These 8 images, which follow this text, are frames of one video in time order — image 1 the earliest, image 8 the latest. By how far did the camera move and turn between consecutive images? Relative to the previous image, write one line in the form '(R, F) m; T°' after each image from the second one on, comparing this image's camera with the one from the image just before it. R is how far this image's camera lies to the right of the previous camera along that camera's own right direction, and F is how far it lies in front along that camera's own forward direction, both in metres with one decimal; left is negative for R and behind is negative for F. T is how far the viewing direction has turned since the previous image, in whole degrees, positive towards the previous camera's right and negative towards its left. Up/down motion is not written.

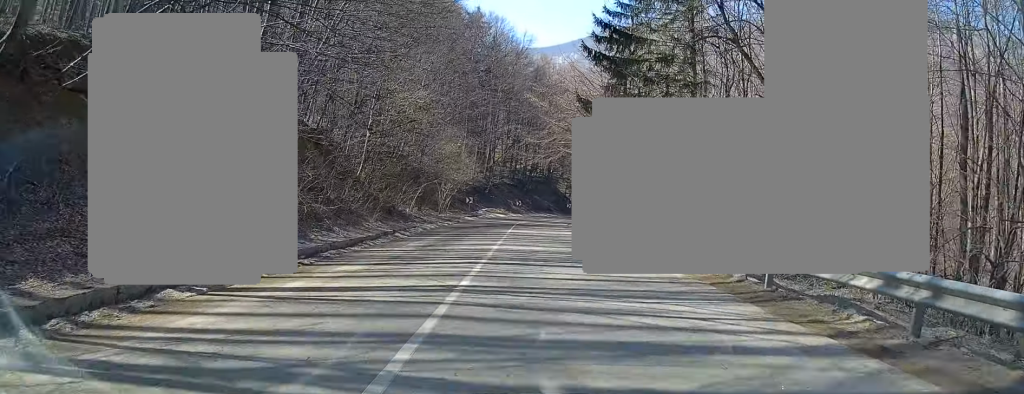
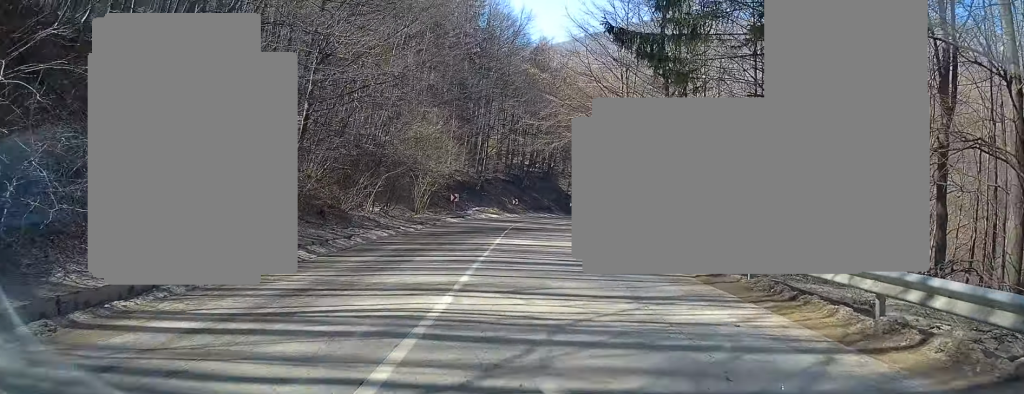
(0.0, +11.3) m; +1°
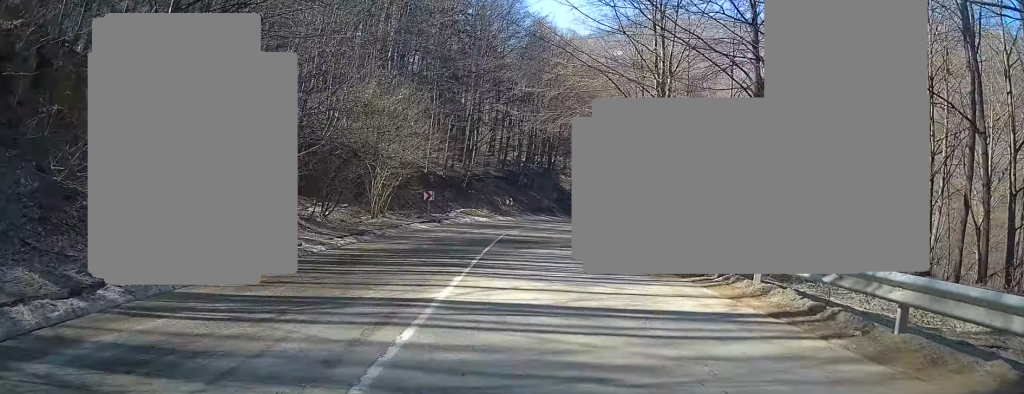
(0.0, +12.5) m; +2°
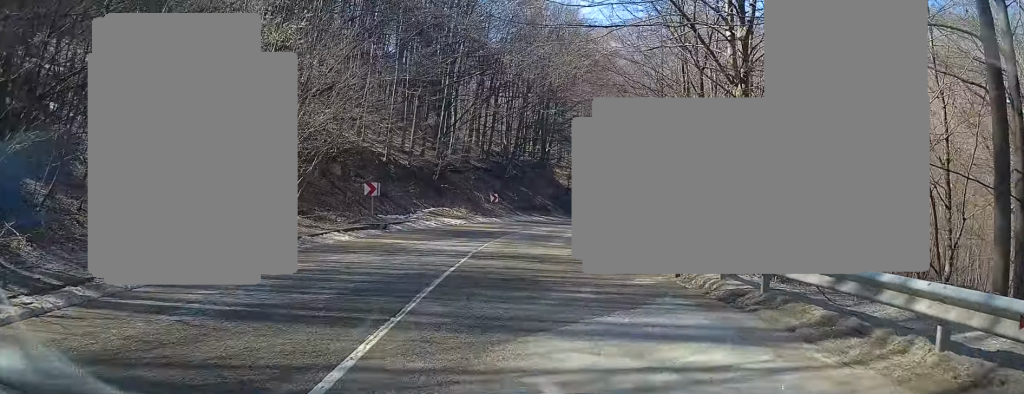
(+0.5, +13.0) m; +3°
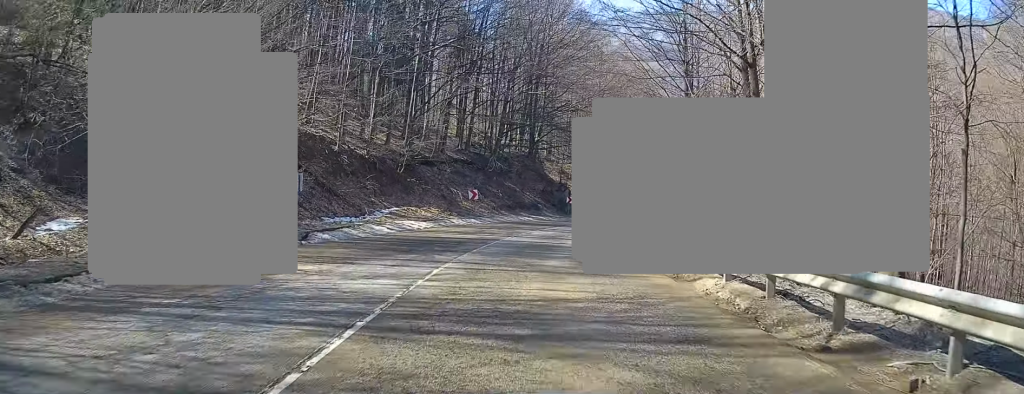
(+0.2, +8.6) m; +1°
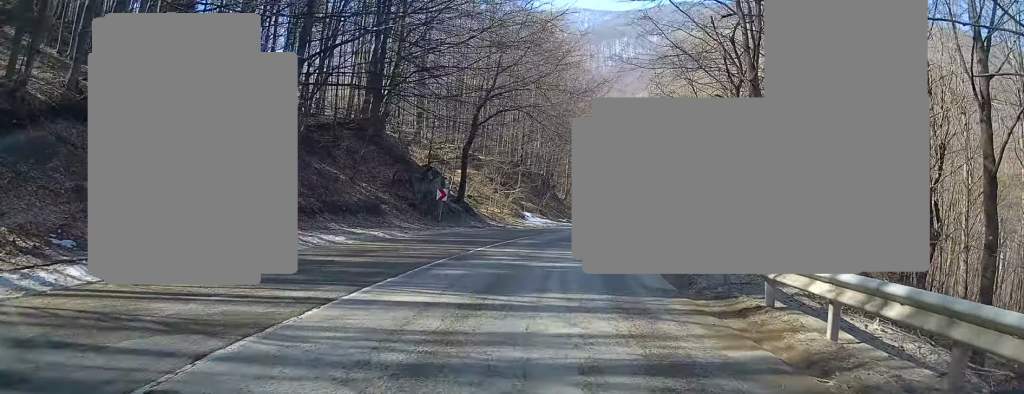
(+0.6, +26.9) m; +6°
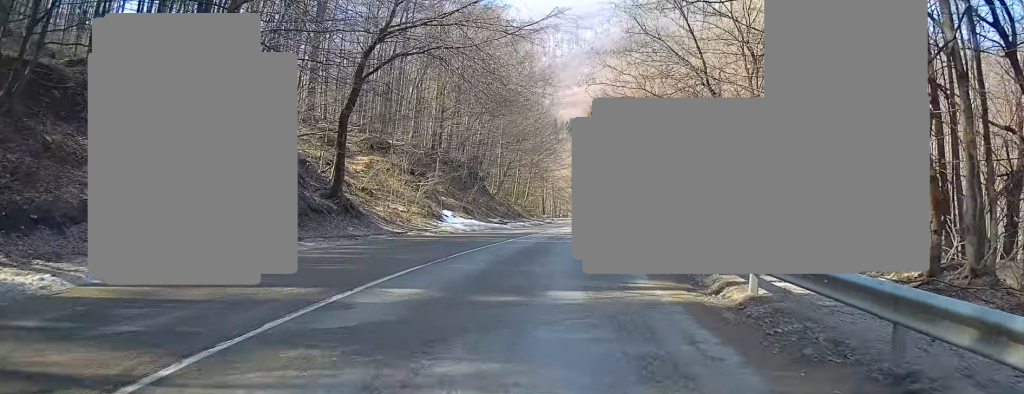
(+0.6, +13.8) m; +5°
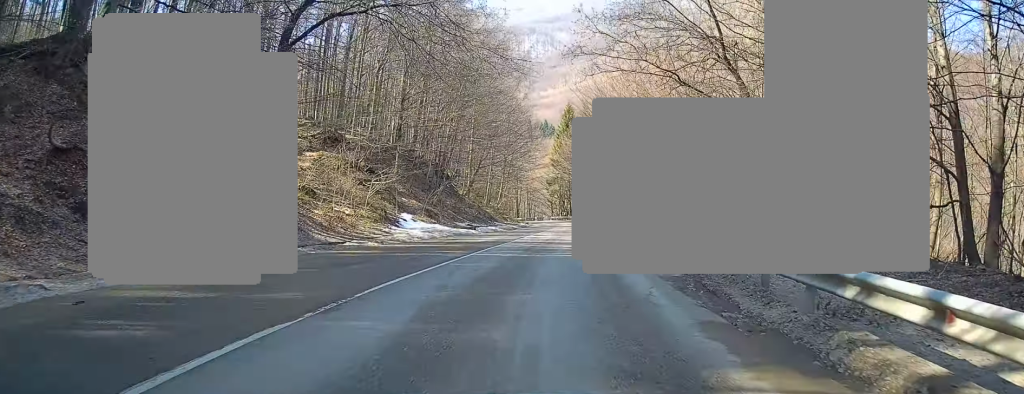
(+0.2, +5.7) m; +2°
